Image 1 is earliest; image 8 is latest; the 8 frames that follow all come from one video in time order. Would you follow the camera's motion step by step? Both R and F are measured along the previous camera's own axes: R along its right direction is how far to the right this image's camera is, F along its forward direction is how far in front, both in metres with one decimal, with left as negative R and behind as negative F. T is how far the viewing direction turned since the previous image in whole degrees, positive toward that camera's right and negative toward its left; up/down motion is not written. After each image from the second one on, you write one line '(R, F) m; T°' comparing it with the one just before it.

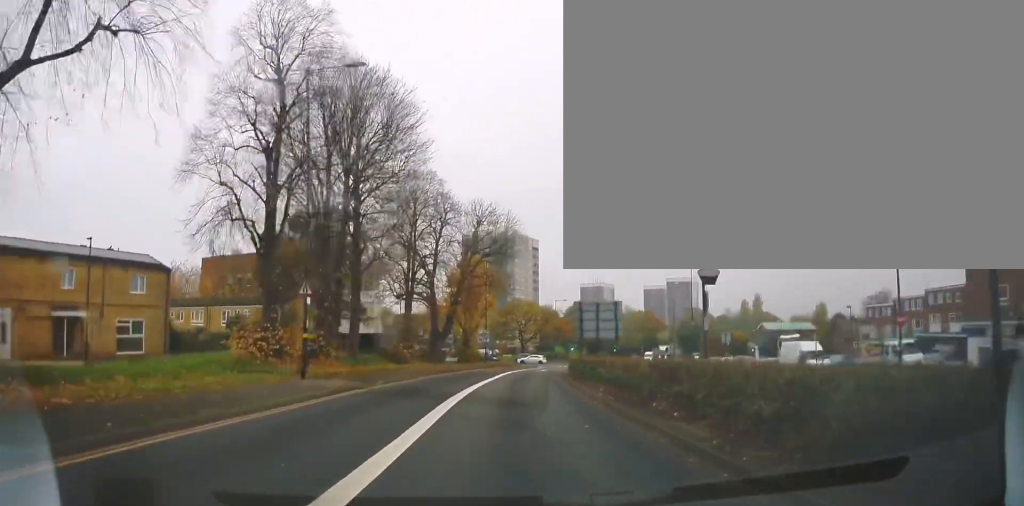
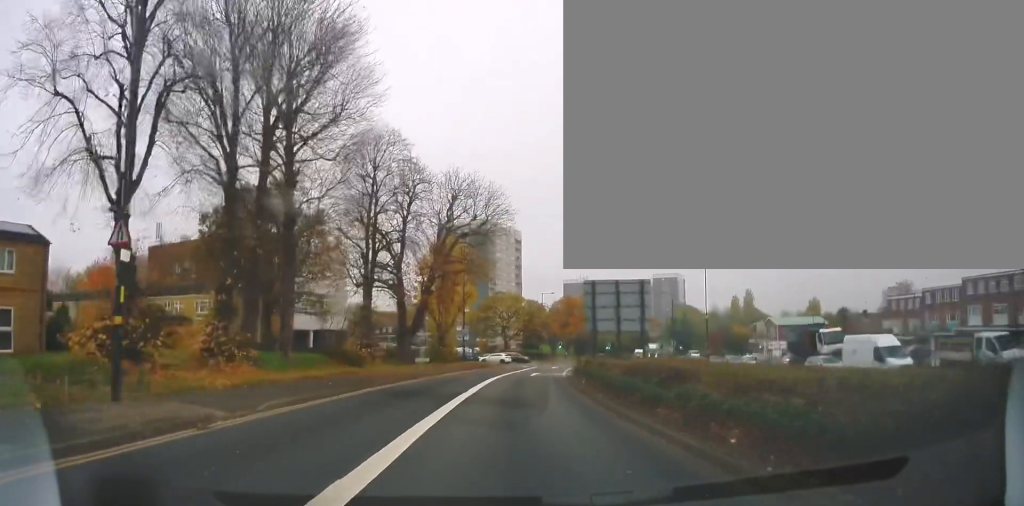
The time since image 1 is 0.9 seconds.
(+0.2, +11.2) m; +3°
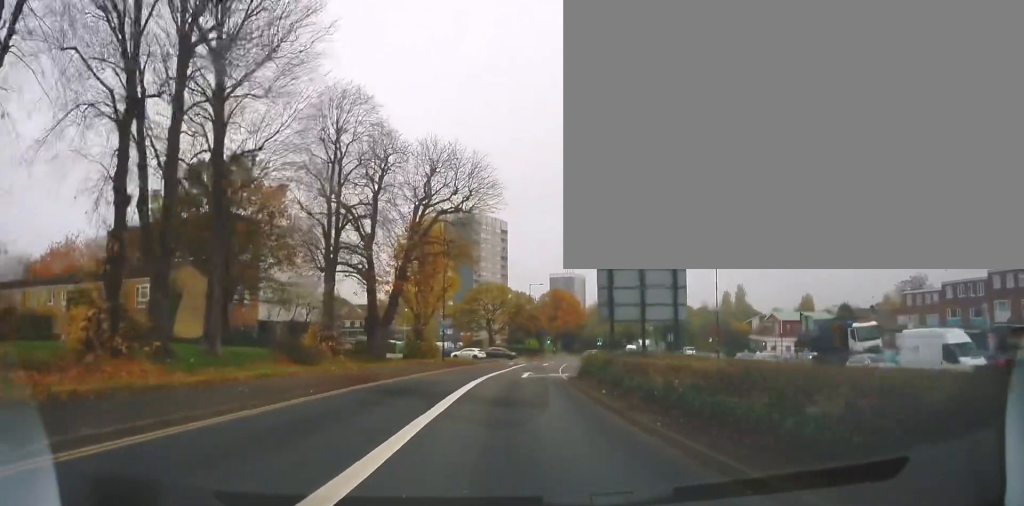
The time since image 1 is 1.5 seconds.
(+0.1, +6.5) m; +2°
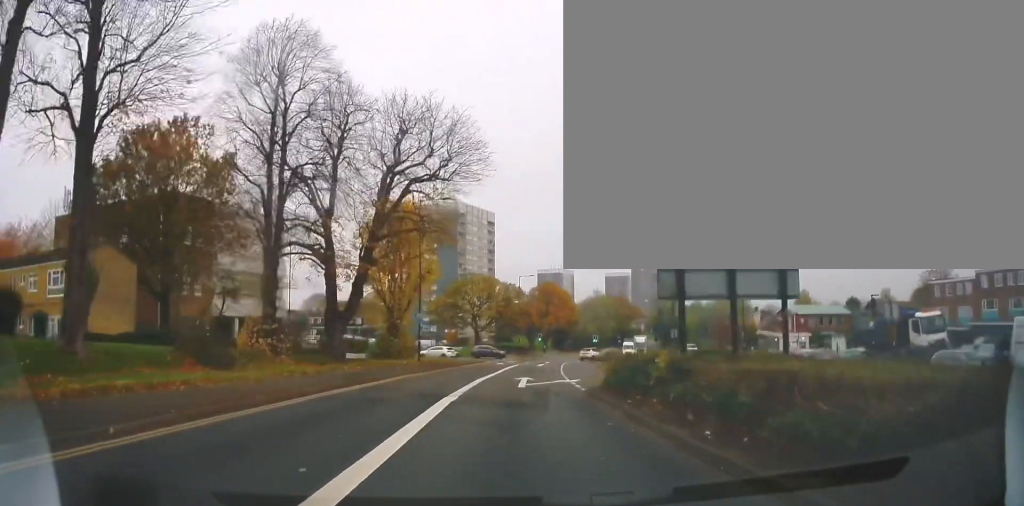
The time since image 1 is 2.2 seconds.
(+0.2, +8.7) m; +2°
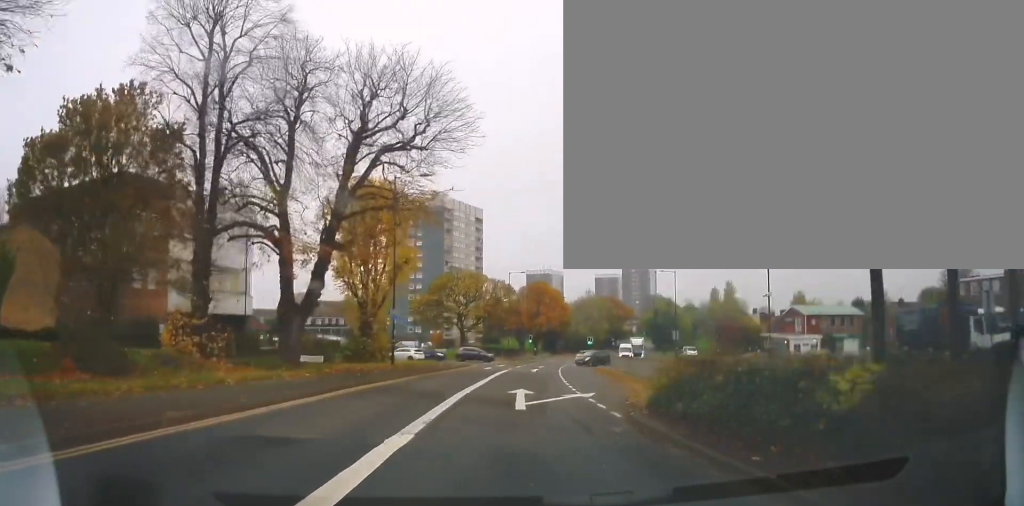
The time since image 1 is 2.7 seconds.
(0.0, +6.7) m; +1°
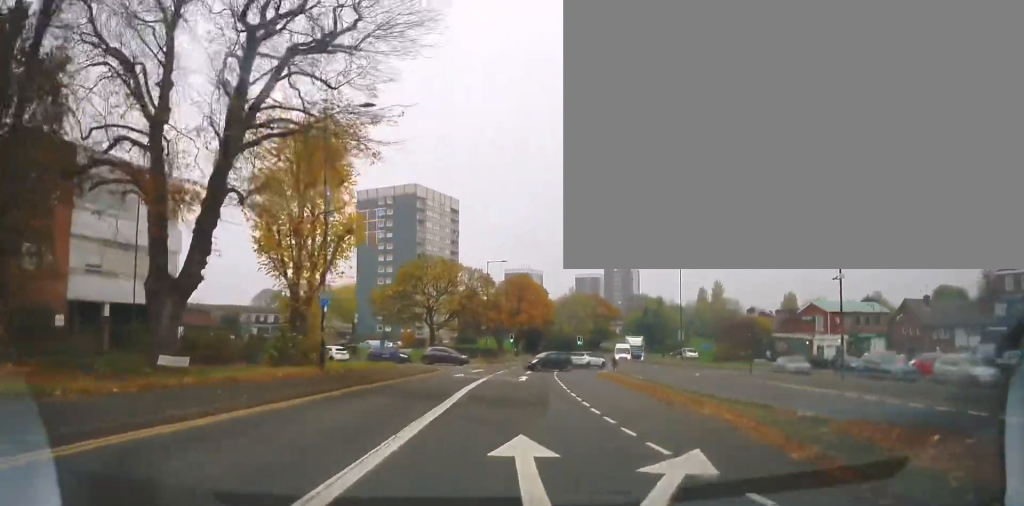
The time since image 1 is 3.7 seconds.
(+0.2, +12.1) m; +2°
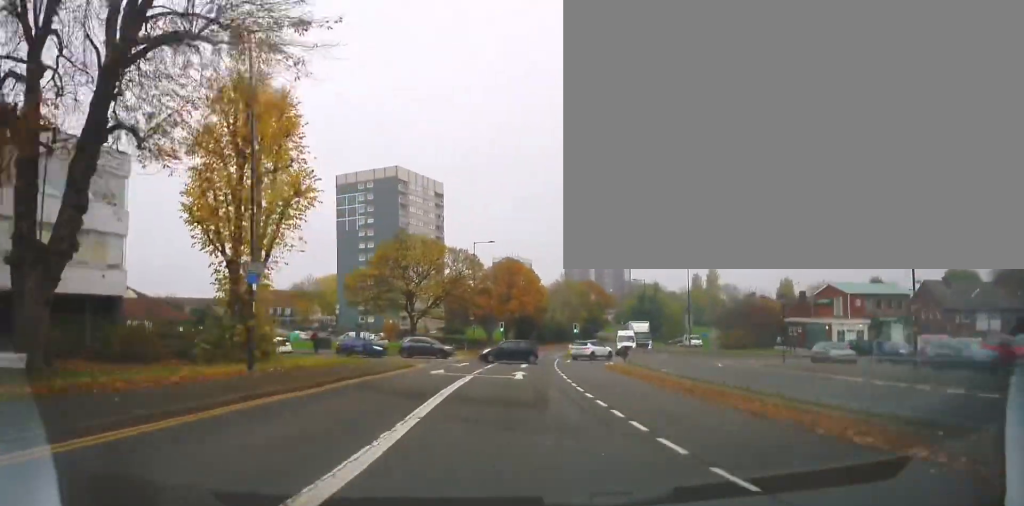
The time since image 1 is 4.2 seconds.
(+0.1, +7.0) m; +1°
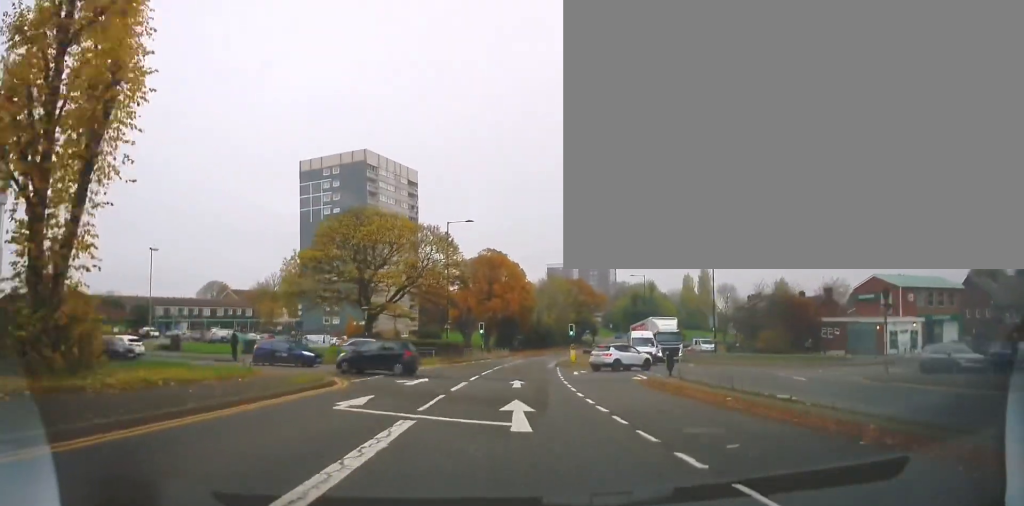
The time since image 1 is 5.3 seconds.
(+0.2, +12.6) m; +2°
